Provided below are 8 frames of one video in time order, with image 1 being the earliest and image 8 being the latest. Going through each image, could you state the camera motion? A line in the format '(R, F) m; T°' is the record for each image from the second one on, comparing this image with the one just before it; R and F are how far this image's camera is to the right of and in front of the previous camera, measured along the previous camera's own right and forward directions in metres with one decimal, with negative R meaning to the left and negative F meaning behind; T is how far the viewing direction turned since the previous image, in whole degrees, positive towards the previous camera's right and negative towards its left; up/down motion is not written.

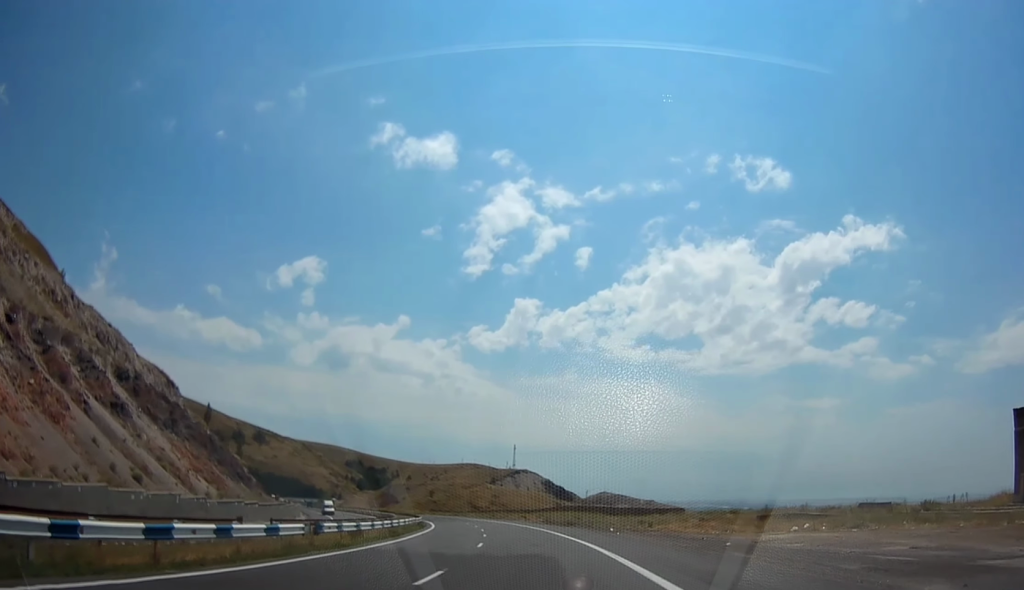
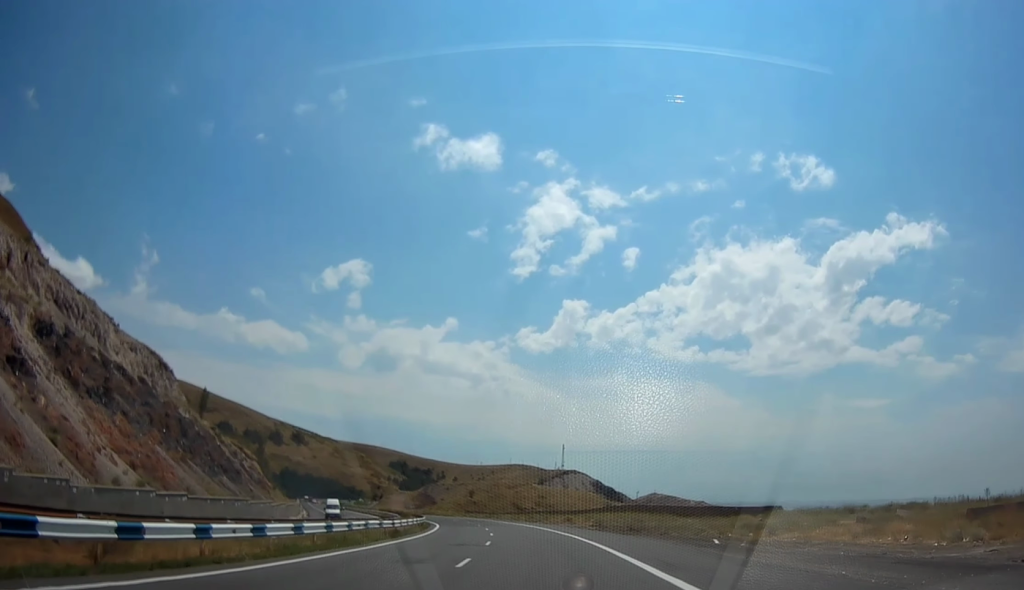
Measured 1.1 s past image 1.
(-0.9, +20.9) m; -6°
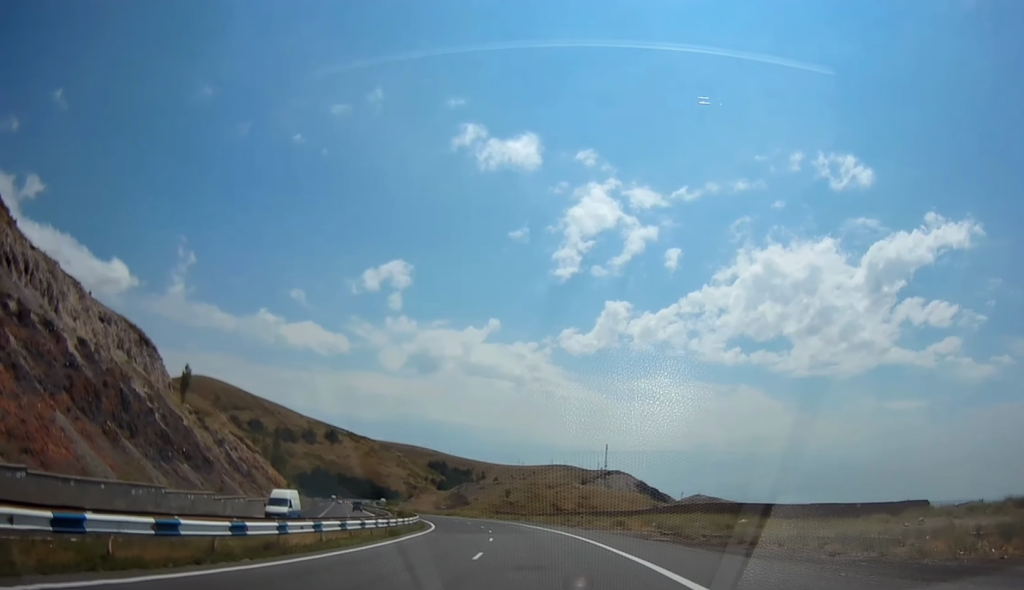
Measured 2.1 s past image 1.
(-1.1, +20.0) m; -6°
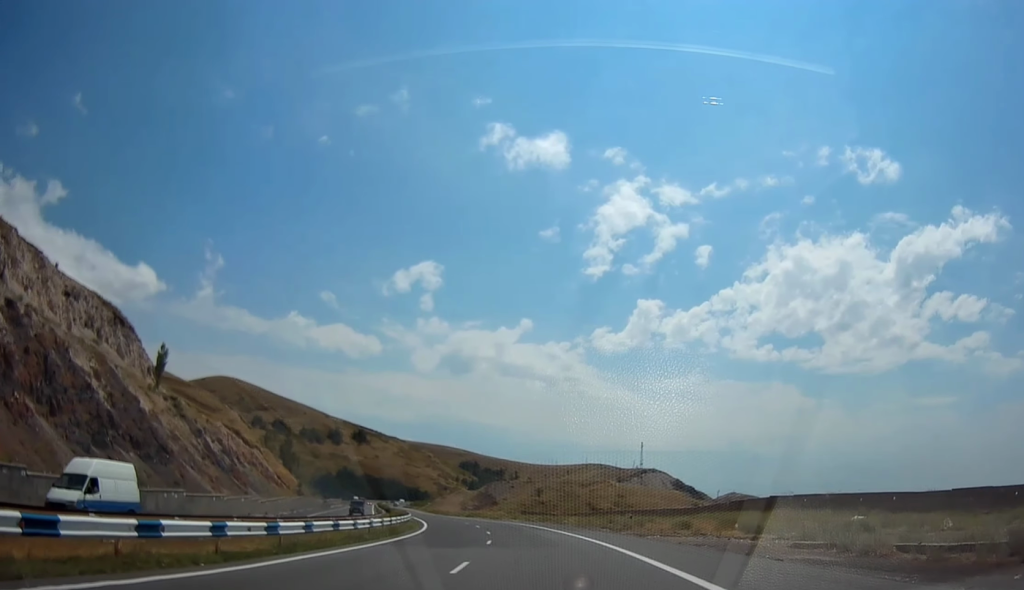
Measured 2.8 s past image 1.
(-0.7, +16.3) m; -3°
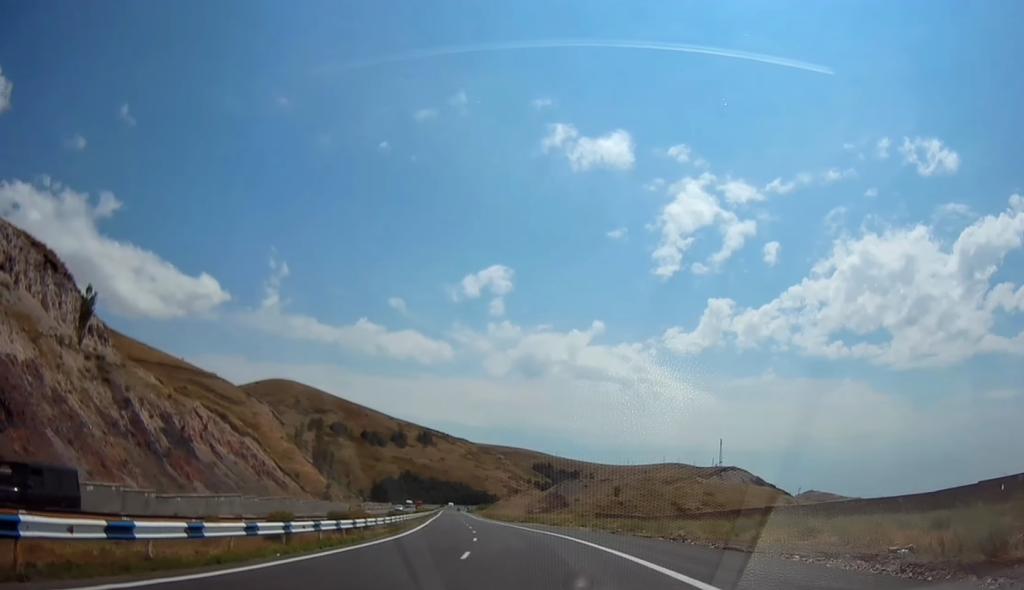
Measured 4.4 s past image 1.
(-1.2, +31.4) m; -5°
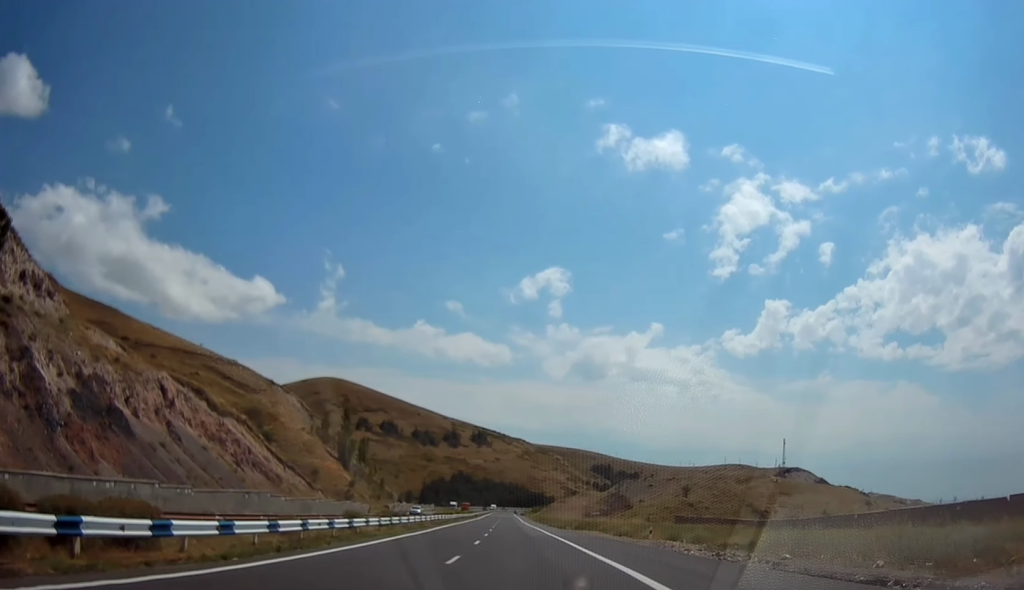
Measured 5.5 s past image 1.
(-1.0, +22.8) m; -6°
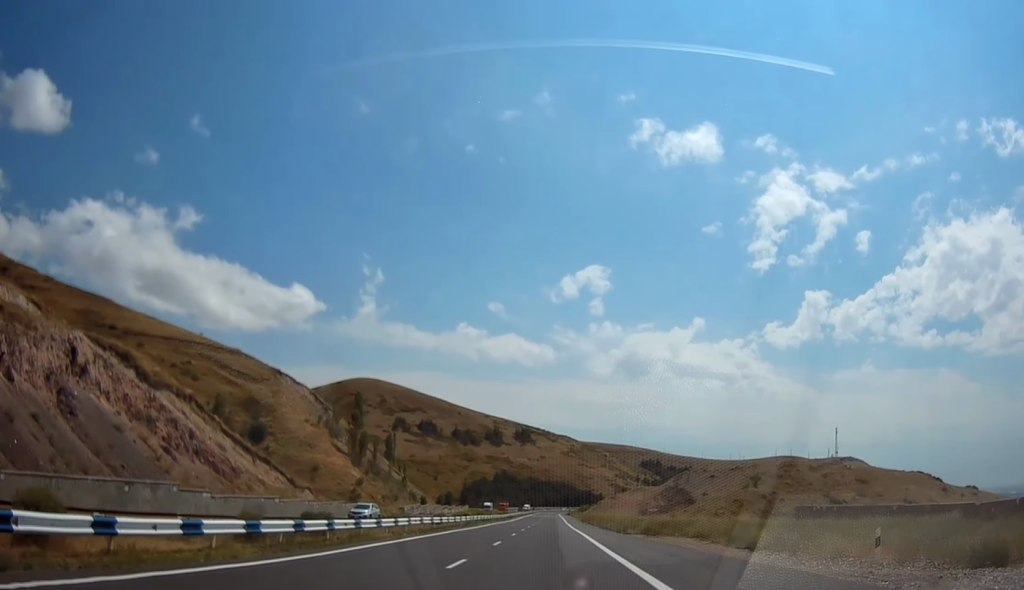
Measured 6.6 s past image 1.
(-1.5, +23.7) m; -5°
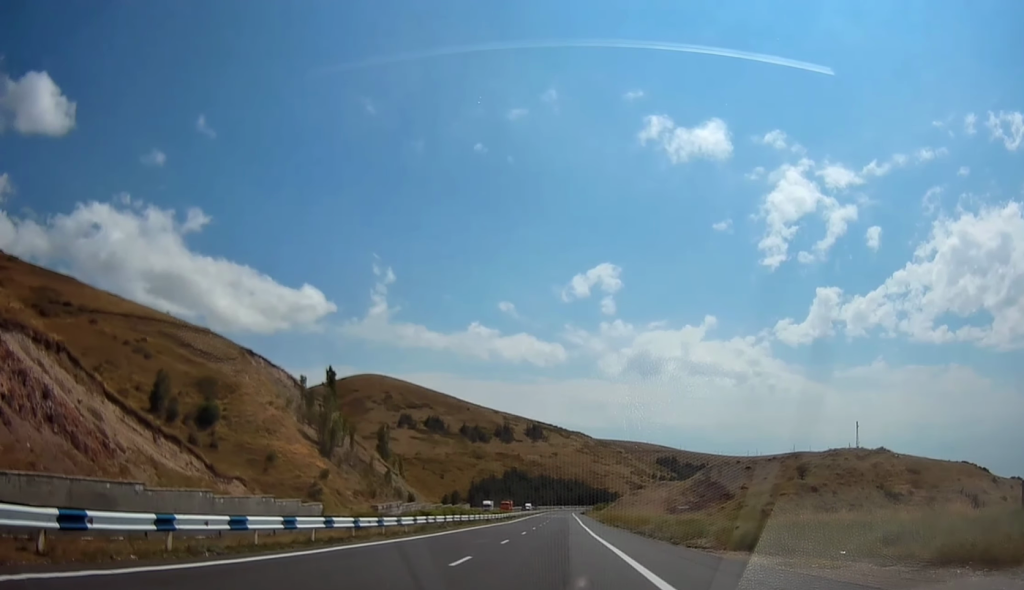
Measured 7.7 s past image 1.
(-0.8, +22.8) m; -3°
